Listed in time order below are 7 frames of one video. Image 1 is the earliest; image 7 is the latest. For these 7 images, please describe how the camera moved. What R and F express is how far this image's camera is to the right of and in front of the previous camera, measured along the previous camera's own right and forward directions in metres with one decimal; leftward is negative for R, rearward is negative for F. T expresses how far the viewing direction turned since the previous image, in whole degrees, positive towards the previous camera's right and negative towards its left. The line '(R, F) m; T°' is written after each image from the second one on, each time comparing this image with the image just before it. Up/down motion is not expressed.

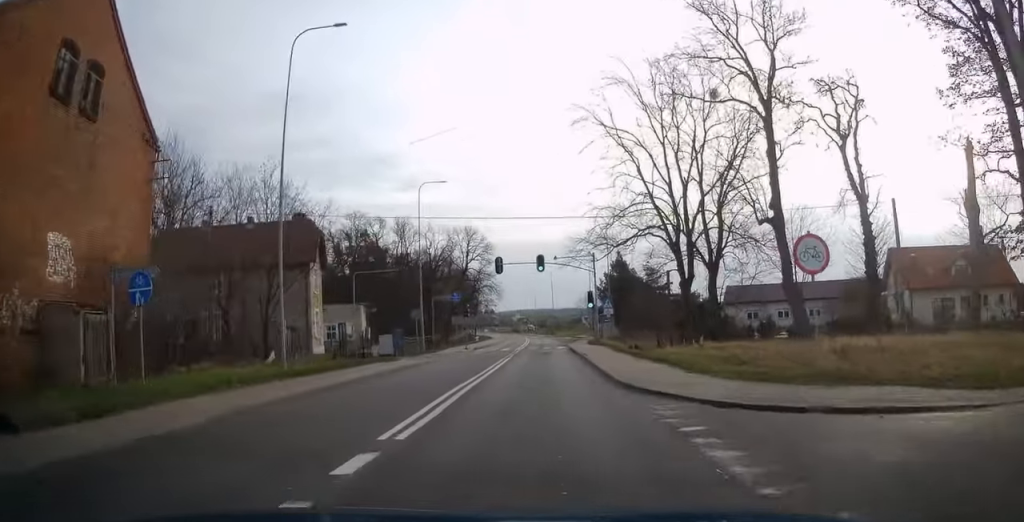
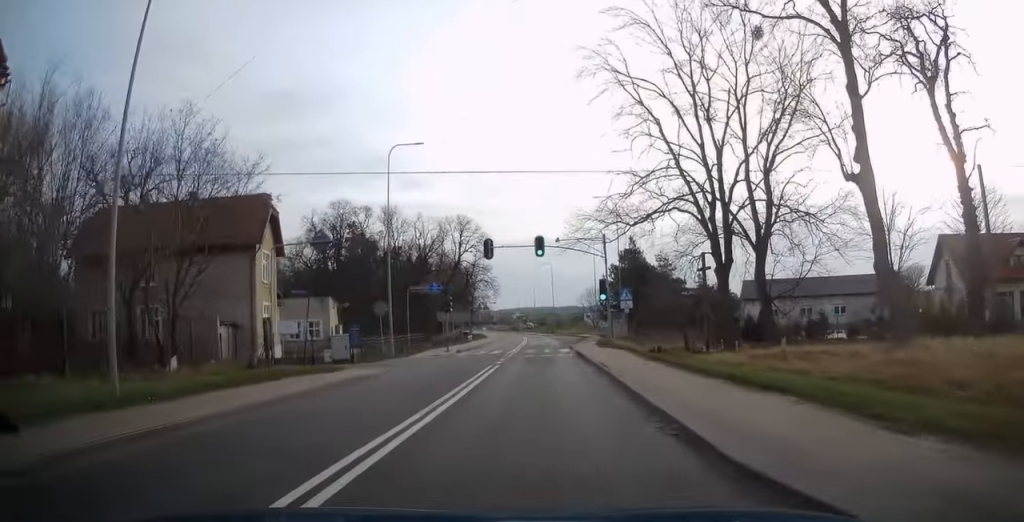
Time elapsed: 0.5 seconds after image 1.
(0.0, +8.8) m; 0°
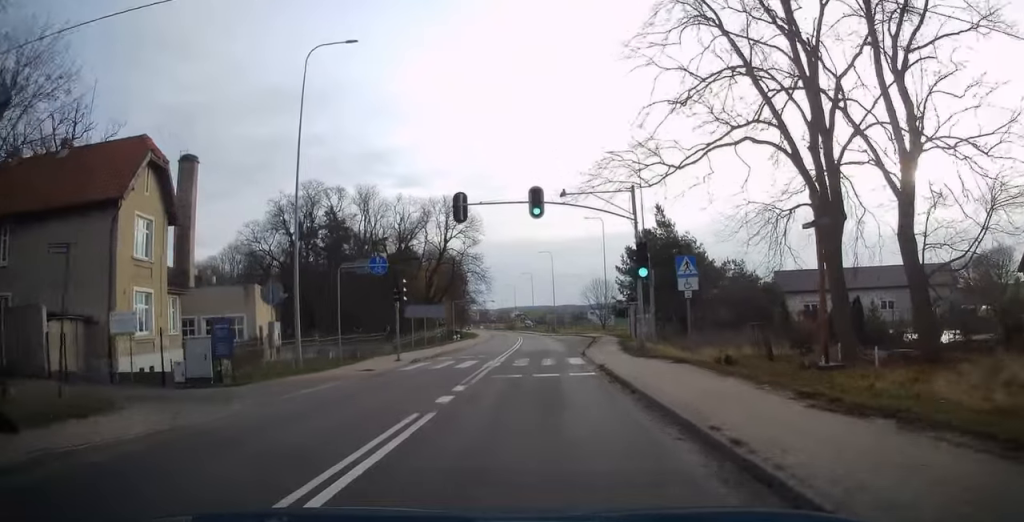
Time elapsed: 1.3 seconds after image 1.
(0.0, +13.1) m; 0°
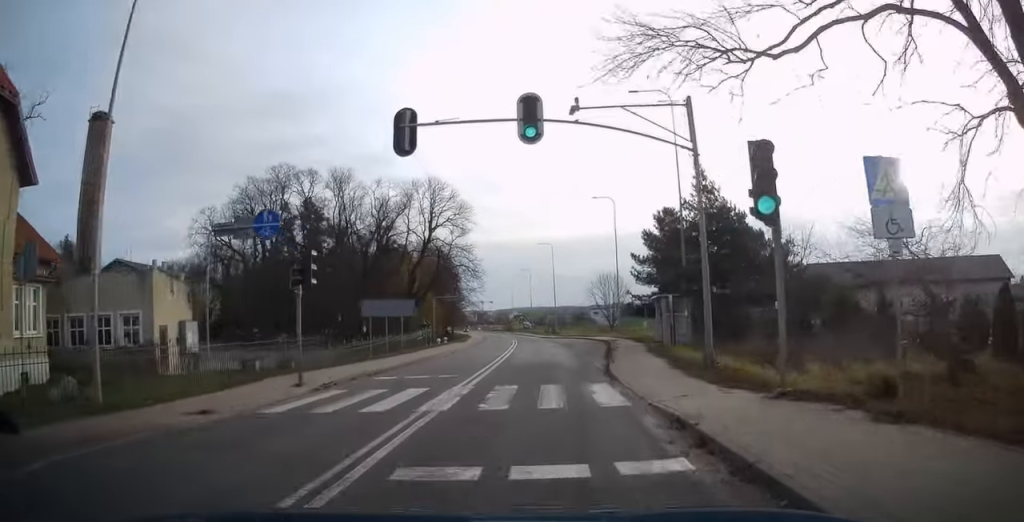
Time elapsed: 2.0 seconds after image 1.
(0.0, +10.7) m; +1°
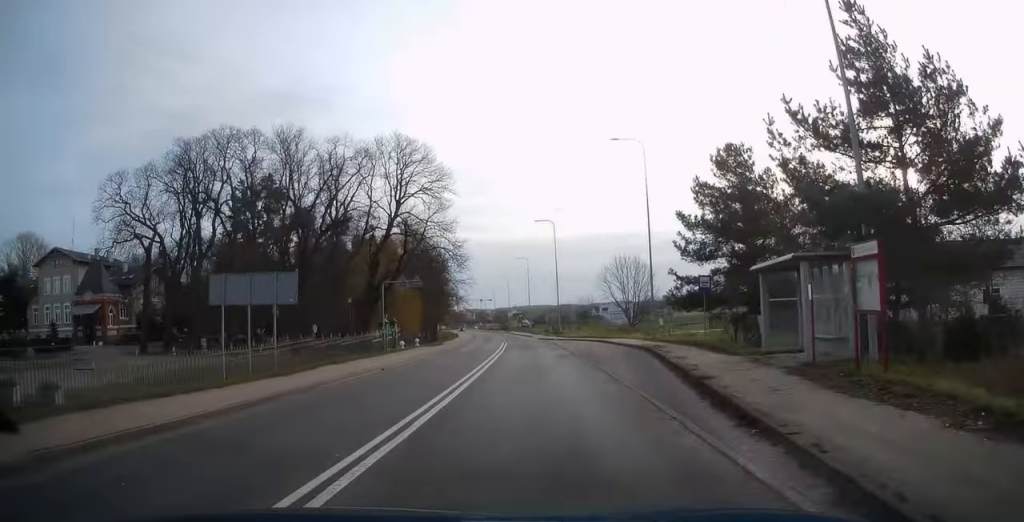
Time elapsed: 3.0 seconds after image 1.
(+0.2, +16.1) m; +1°
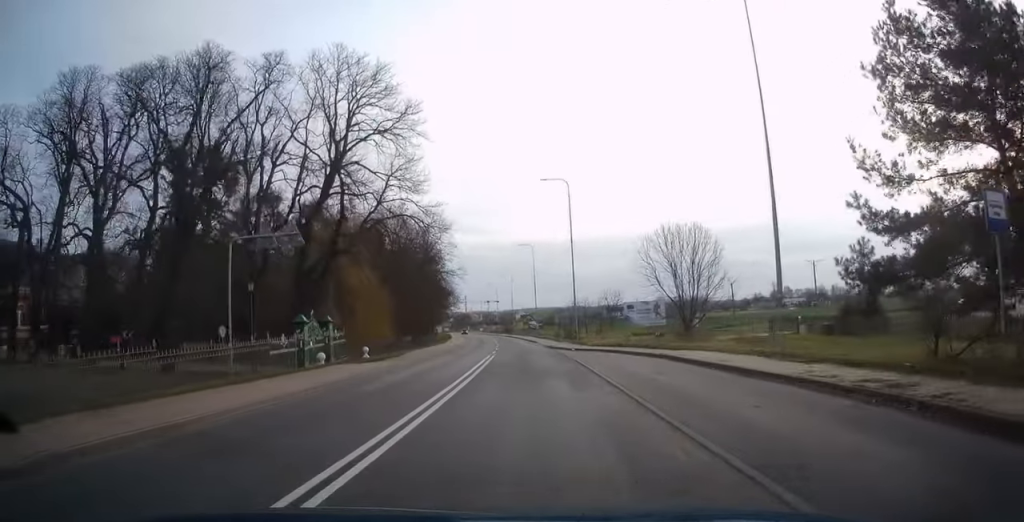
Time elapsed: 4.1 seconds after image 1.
(0.0, +18.6) m; -1°
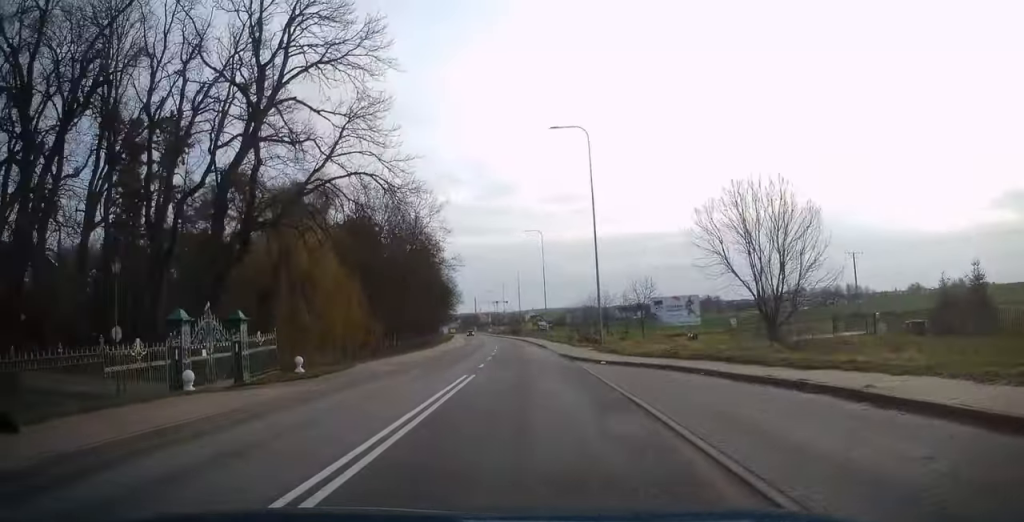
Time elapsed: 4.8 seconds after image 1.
(-0.1, +12.0) m; -1°
